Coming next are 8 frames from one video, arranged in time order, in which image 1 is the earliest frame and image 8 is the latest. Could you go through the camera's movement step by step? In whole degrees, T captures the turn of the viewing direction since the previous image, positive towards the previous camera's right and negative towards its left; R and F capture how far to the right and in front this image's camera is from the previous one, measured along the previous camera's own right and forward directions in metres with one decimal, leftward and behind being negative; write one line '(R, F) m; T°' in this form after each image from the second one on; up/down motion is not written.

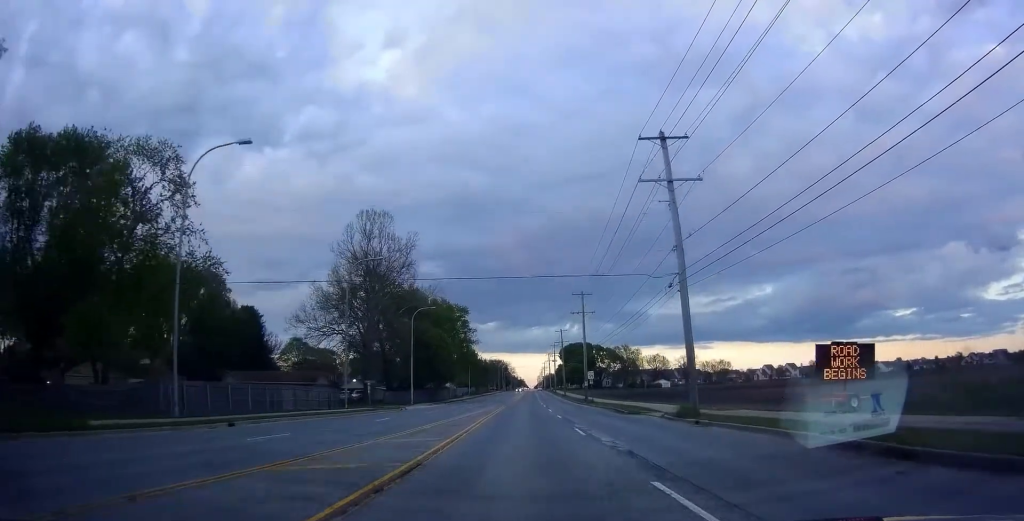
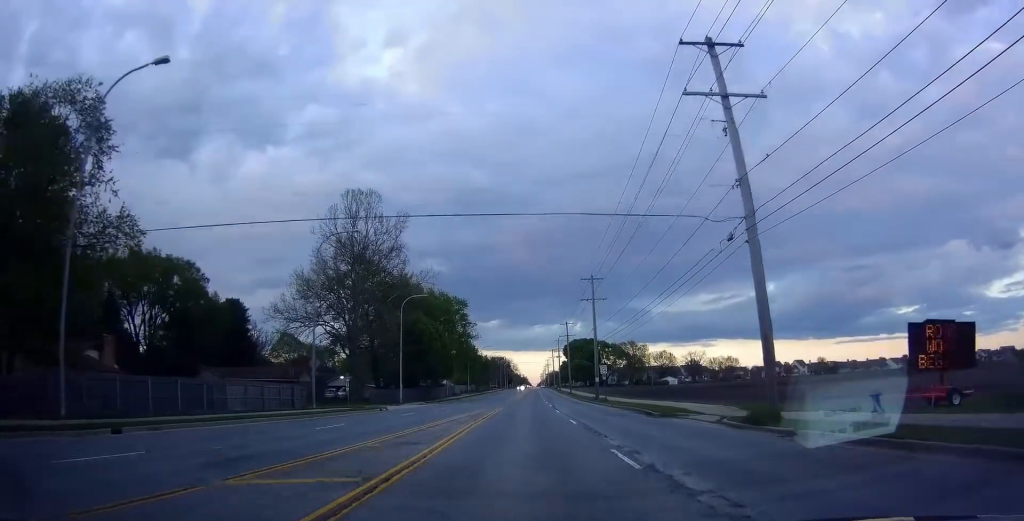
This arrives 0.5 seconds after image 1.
(+0.2, +8.1) m; +1°
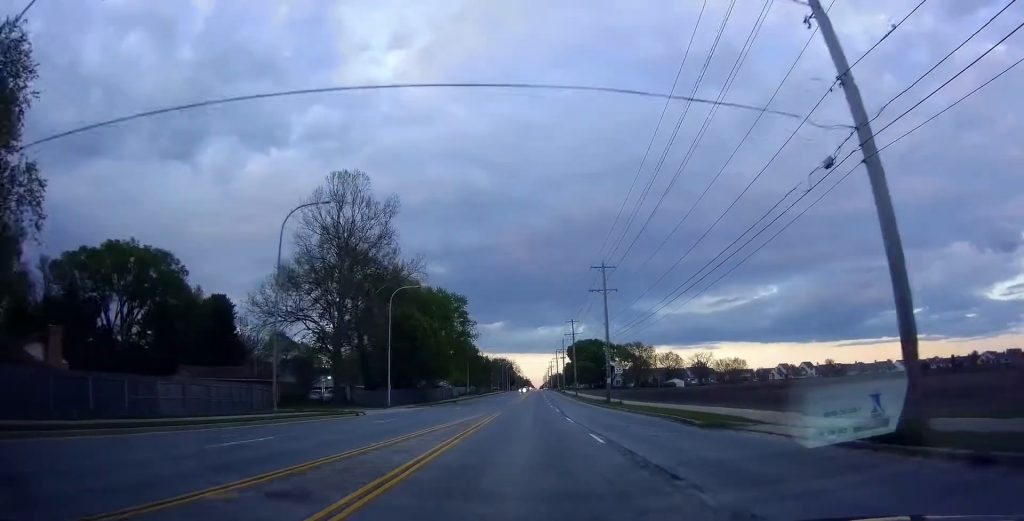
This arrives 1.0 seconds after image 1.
(-0.2, +7.3) m; -1°
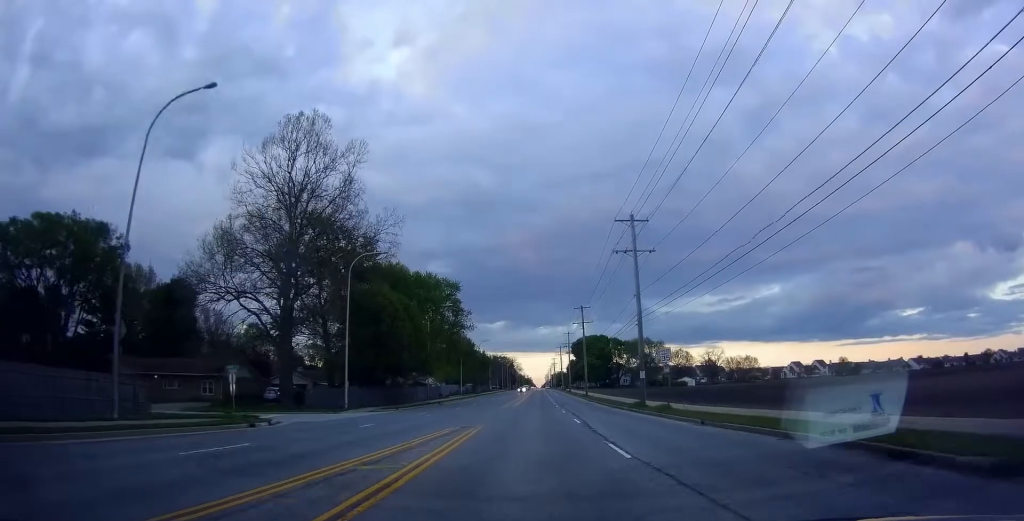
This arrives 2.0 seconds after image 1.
(-0.2, +15.5) m; -2°
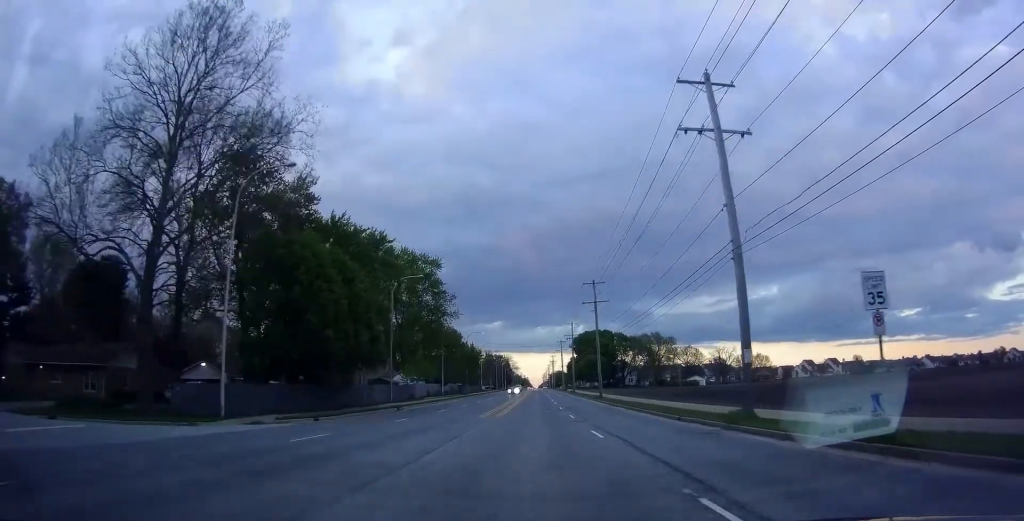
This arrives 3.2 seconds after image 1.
(-0.5, +20.0) m; -1°
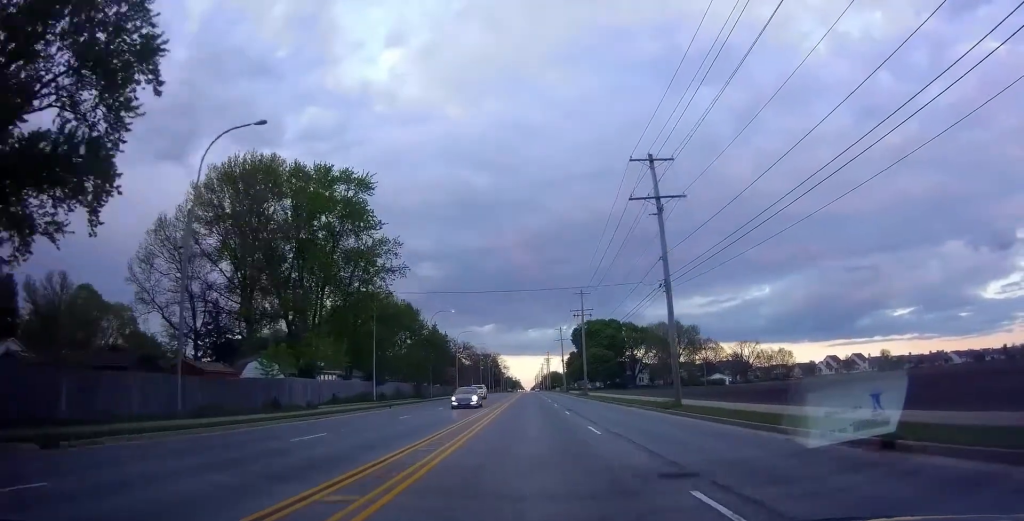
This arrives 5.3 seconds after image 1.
(+1.0, +36.9) m; +2°
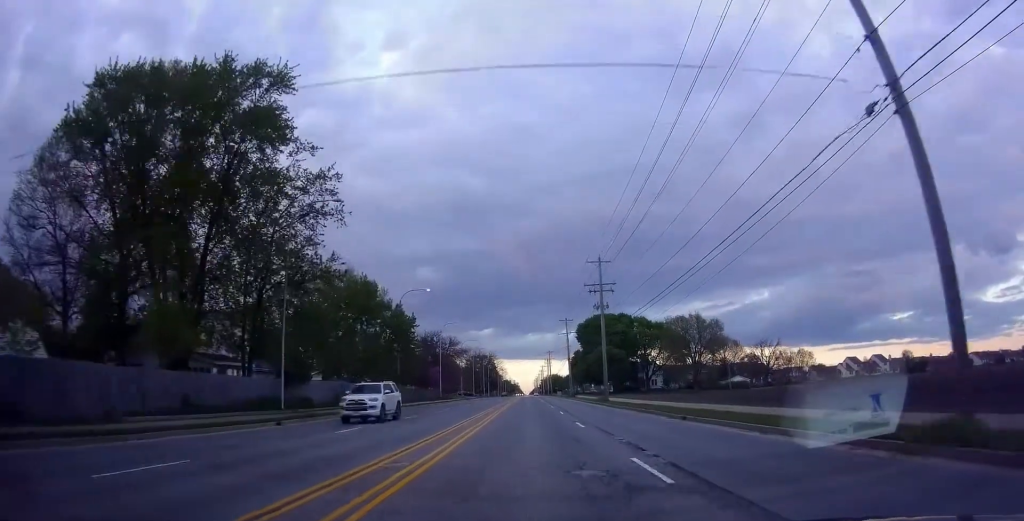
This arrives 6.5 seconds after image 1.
(0.0, +20.9) m; 0°
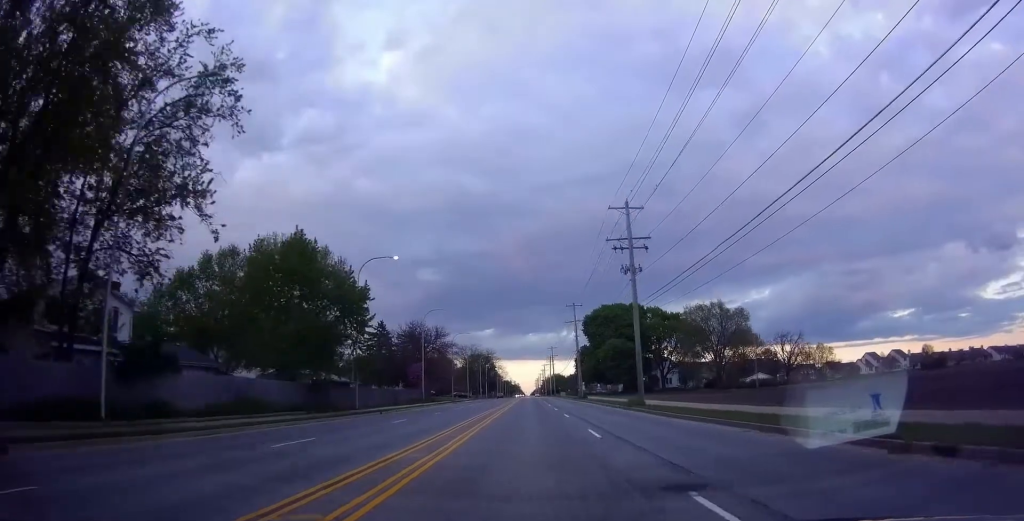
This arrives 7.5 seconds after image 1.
(0.0, +16.8) m; 0°
